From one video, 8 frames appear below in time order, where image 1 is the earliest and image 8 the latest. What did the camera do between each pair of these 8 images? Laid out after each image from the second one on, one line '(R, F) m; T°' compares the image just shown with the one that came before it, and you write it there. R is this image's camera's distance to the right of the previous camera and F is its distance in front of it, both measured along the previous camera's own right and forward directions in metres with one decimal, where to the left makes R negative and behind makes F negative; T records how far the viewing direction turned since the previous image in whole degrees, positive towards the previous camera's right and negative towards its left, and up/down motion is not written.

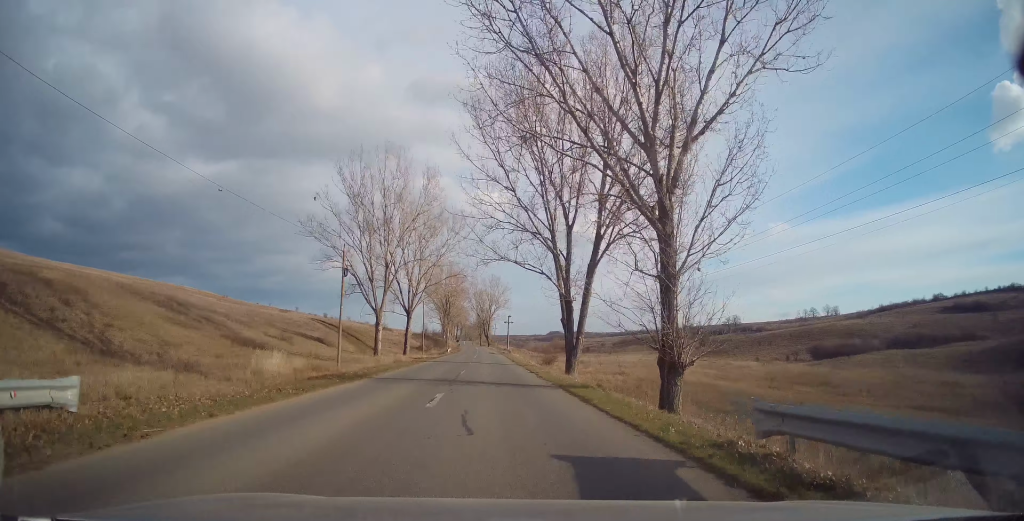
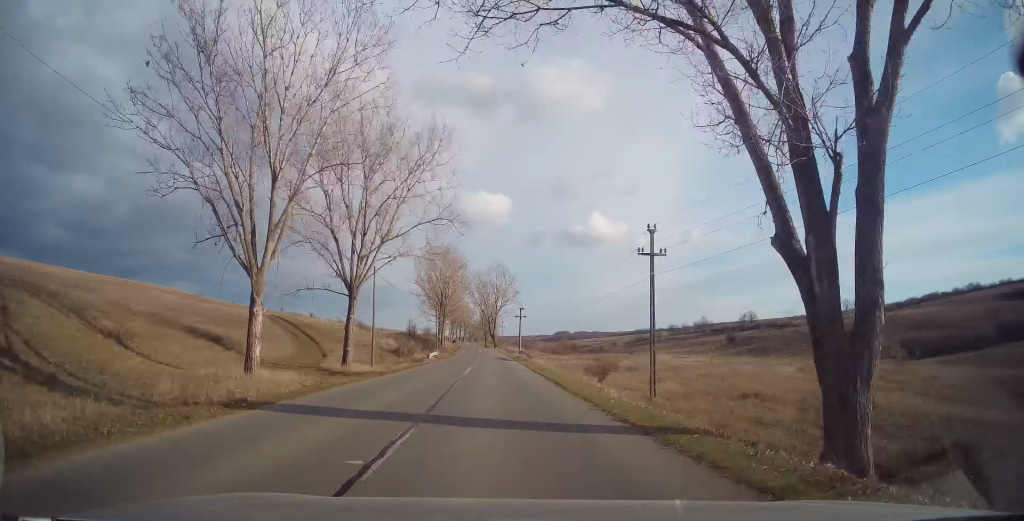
(-0.7, +29.1) m; -1°
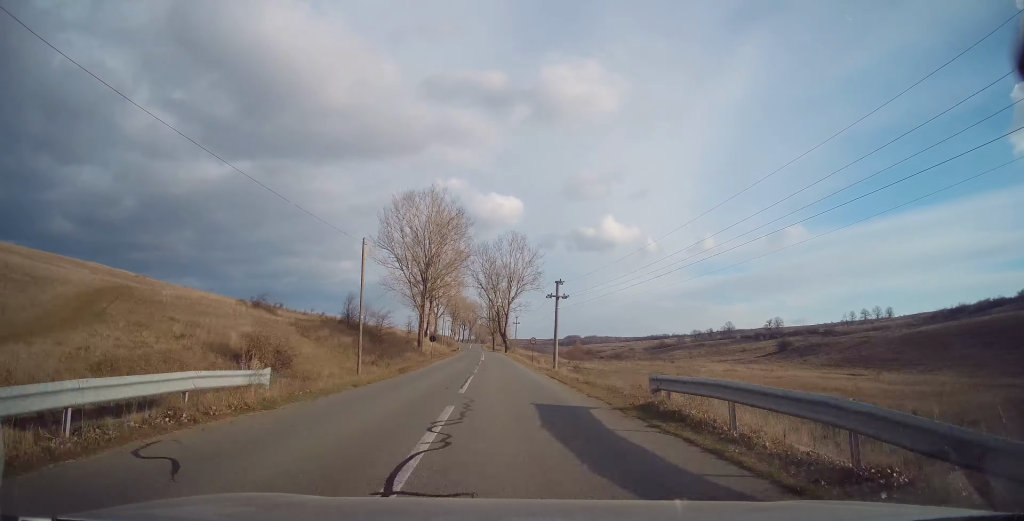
(+0.7, +43.8) m; +1°
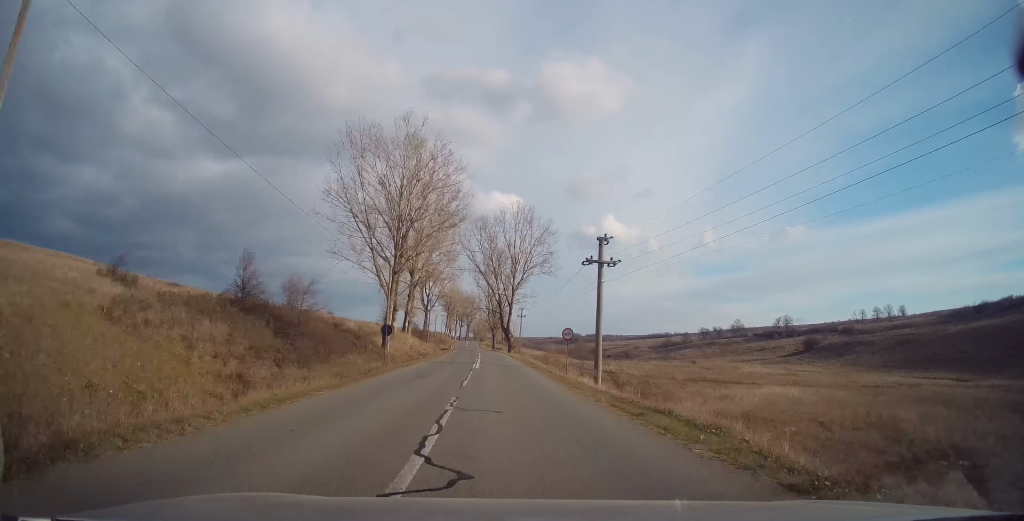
(-0.3, +20.9) m; -1°
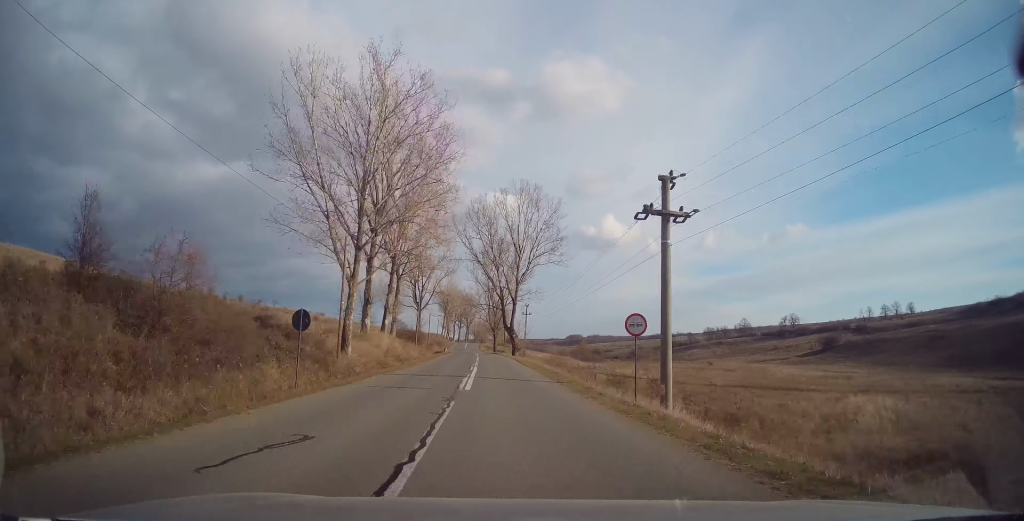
(-0.1, +11.6) m; 0°
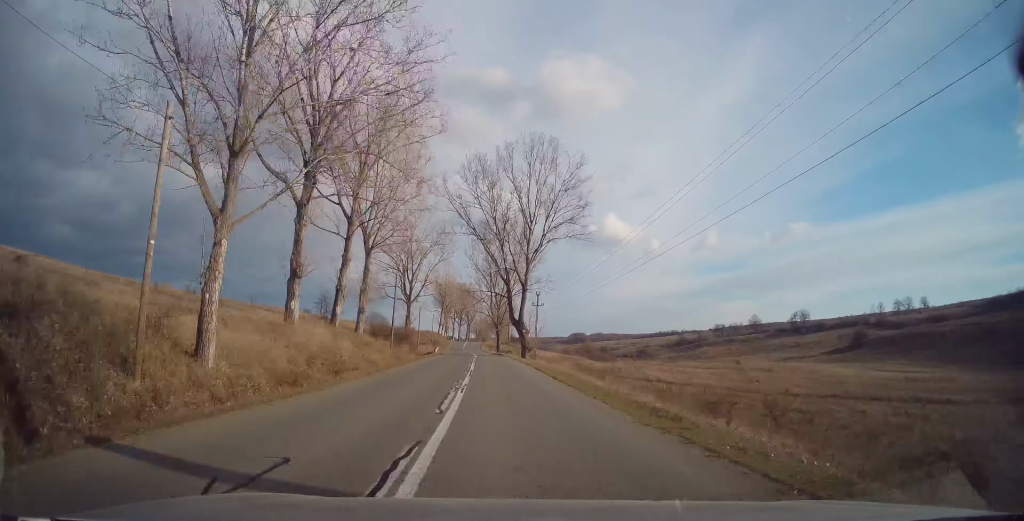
(0.0, +17.2) m; 0°
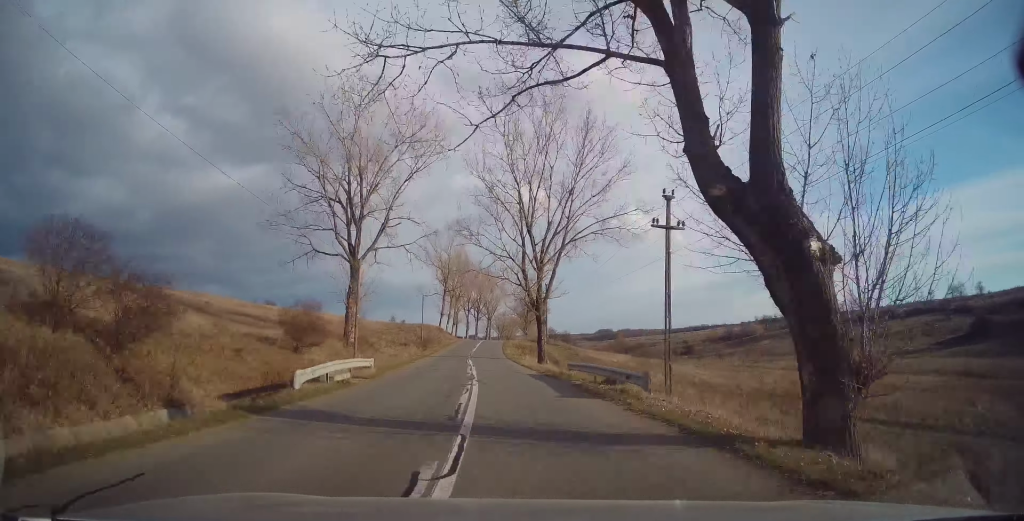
(-0.6, +47.3) m; -1°
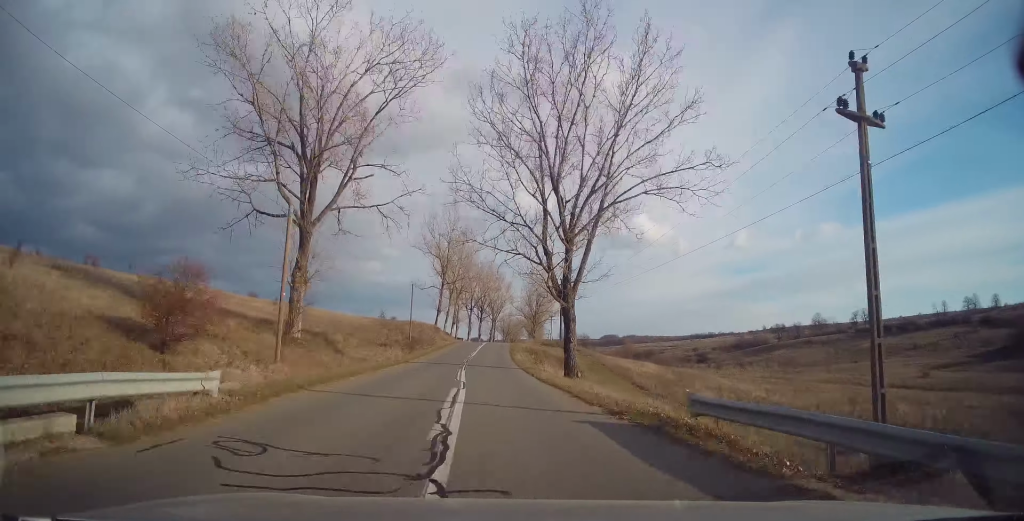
(0.0, +13.3) m; 0°
